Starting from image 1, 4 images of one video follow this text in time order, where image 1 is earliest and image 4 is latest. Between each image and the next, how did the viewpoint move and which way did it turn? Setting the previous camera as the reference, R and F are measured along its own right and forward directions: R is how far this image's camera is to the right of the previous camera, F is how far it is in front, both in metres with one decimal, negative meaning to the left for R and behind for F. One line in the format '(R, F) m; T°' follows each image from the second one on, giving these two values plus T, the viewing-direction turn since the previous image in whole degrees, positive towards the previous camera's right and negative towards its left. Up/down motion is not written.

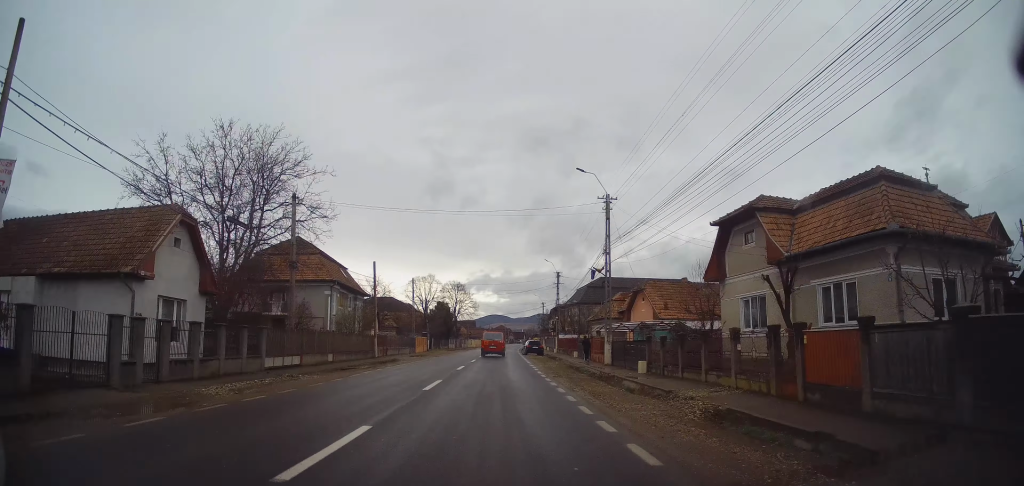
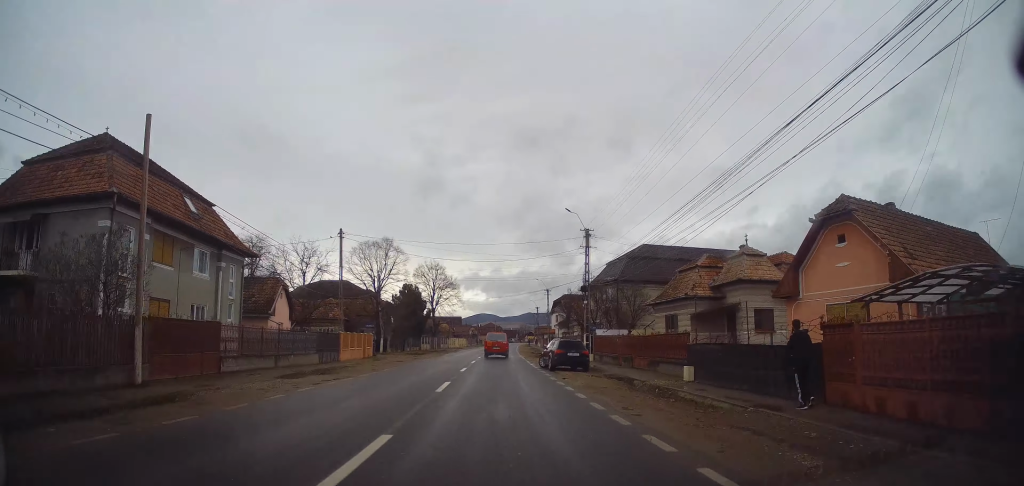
(+0.2, +27.6) m; 0°
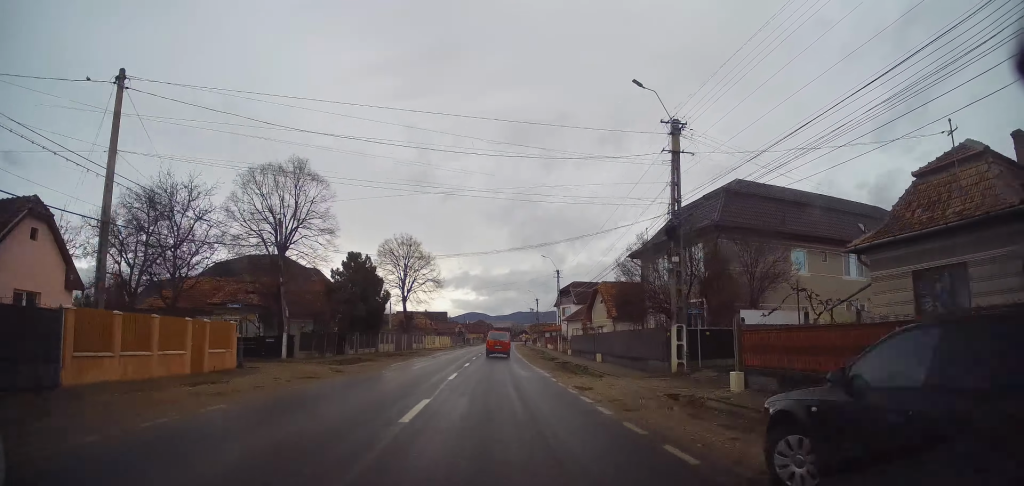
(+0.2, +22.6) m; 0°
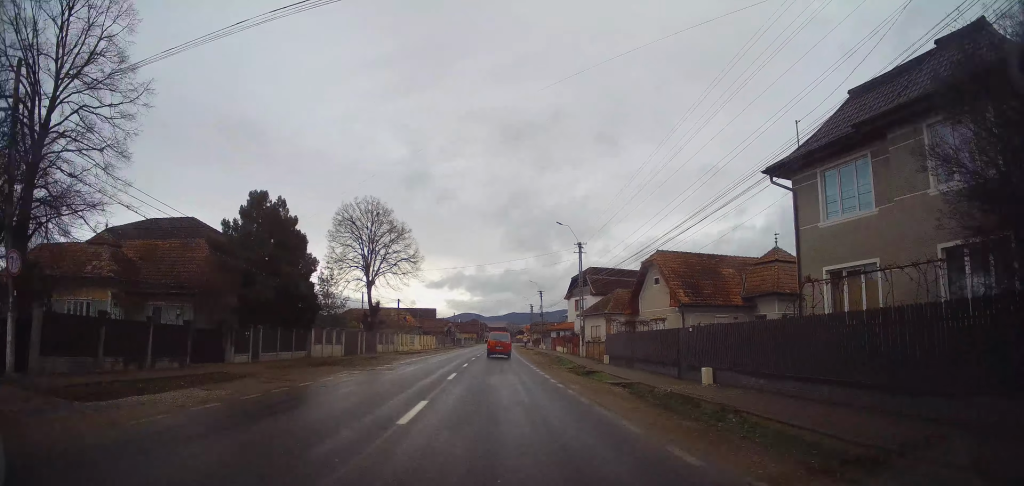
(-0.1, +18.1) m; +1°
